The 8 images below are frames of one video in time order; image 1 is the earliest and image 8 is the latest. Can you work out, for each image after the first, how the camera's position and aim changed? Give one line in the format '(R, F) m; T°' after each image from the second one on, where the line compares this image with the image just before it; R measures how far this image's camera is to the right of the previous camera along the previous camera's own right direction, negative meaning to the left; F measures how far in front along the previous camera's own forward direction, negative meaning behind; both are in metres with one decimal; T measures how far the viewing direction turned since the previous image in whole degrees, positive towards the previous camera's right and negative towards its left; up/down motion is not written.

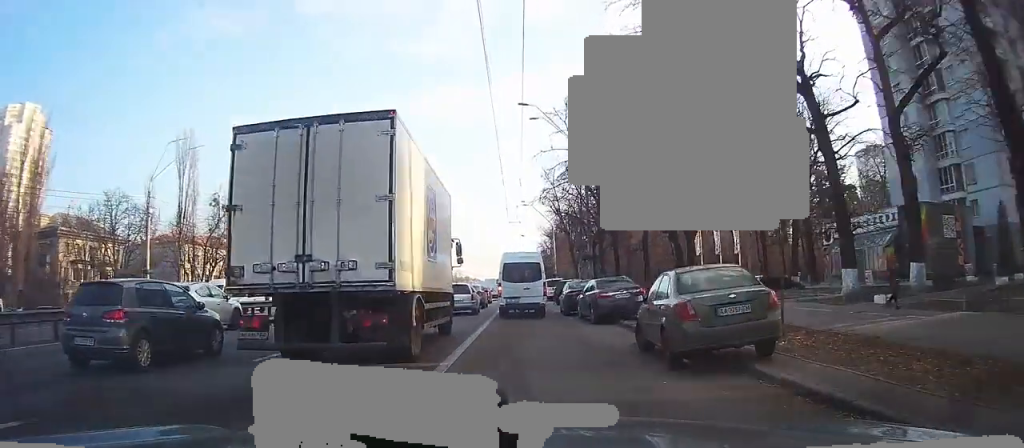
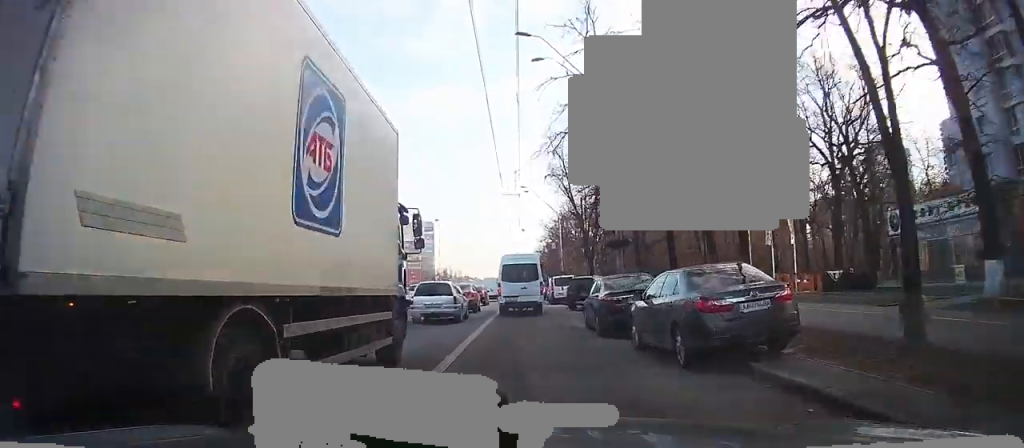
(-0.1, +13.5) m; -1°
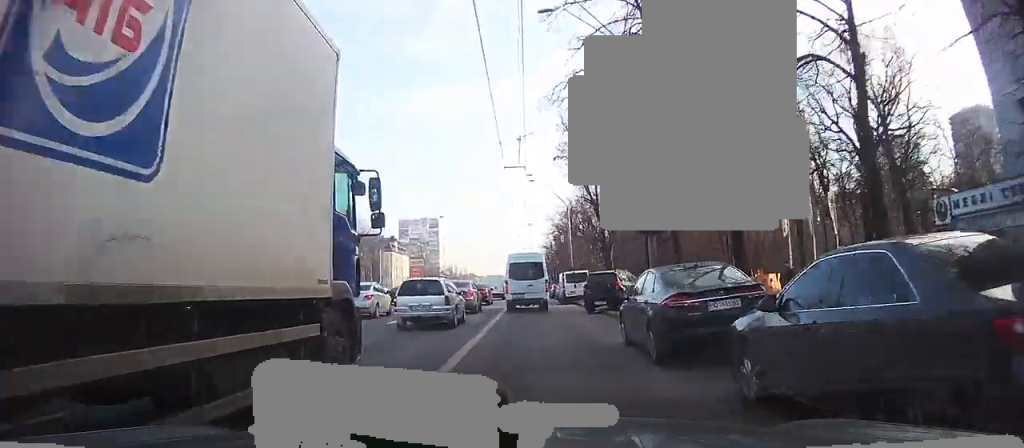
(0.0, +6.3) m; -1°
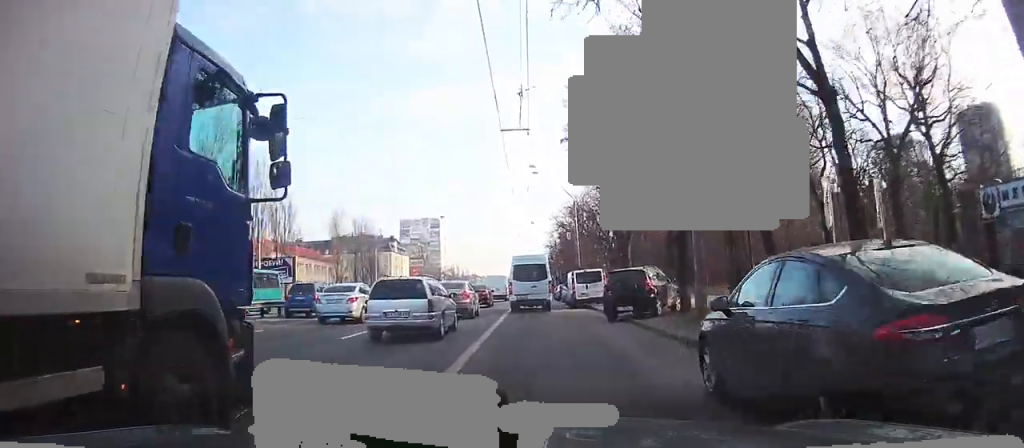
(-0.1, +5.6) m; -1°
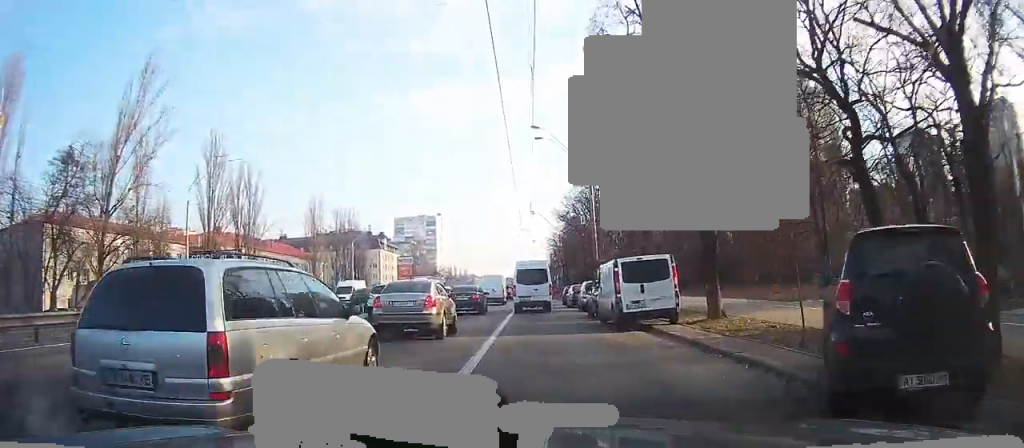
(-0.2, +15.2) m; -1°
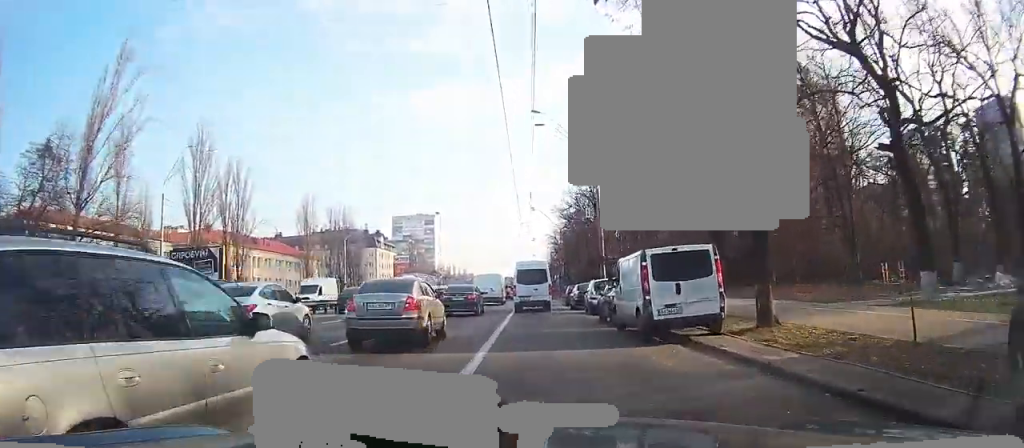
(0.0, +4.1) m; 0°
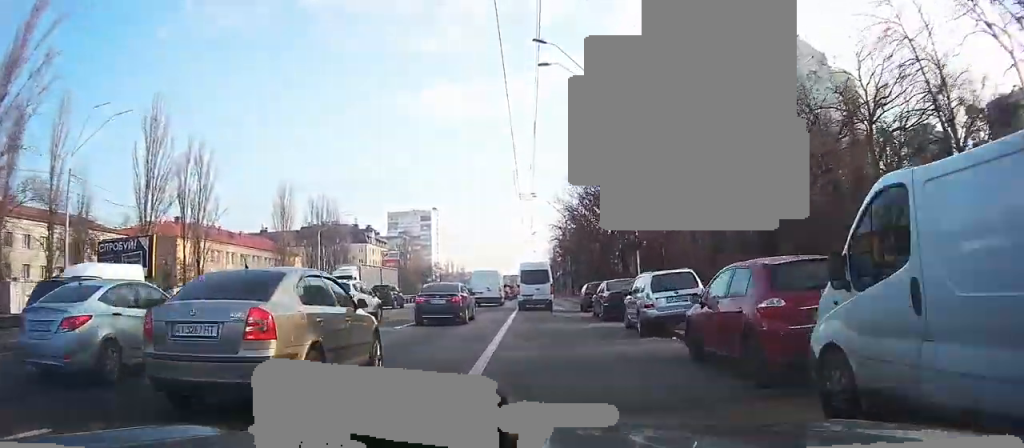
(-0.1, +7.3) m; +1°
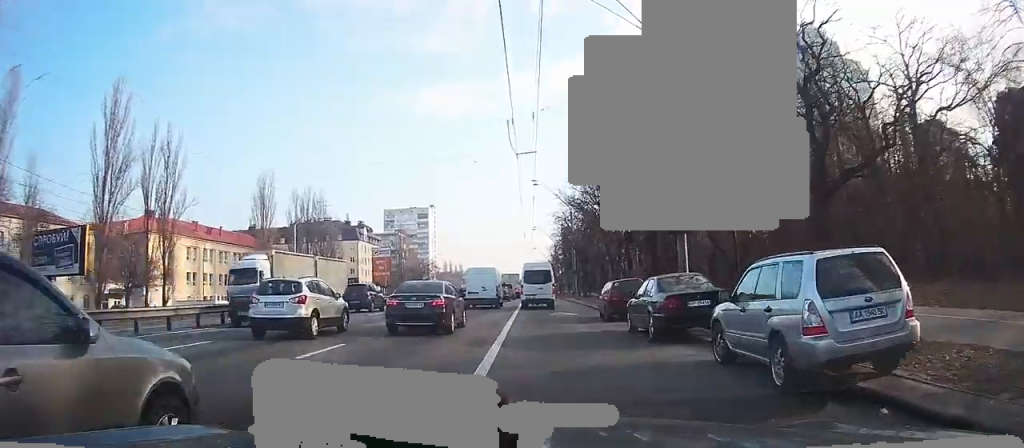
(+0.2, +8.8) m; +1°
